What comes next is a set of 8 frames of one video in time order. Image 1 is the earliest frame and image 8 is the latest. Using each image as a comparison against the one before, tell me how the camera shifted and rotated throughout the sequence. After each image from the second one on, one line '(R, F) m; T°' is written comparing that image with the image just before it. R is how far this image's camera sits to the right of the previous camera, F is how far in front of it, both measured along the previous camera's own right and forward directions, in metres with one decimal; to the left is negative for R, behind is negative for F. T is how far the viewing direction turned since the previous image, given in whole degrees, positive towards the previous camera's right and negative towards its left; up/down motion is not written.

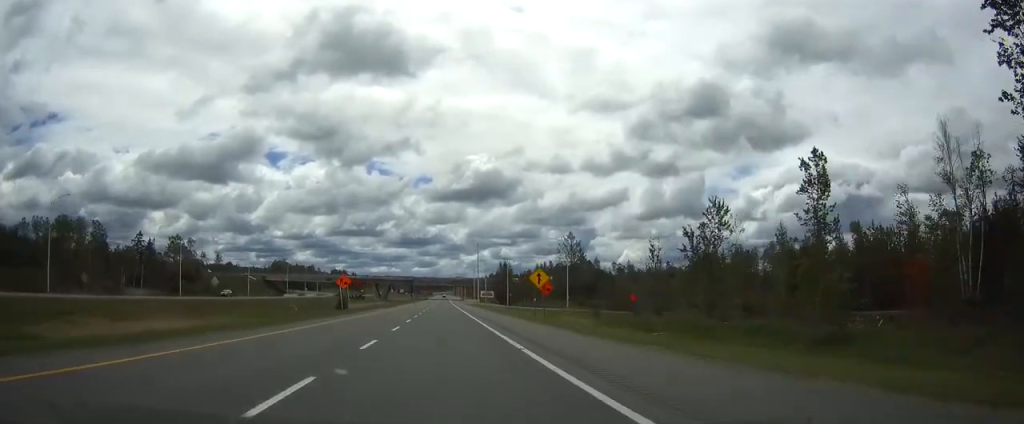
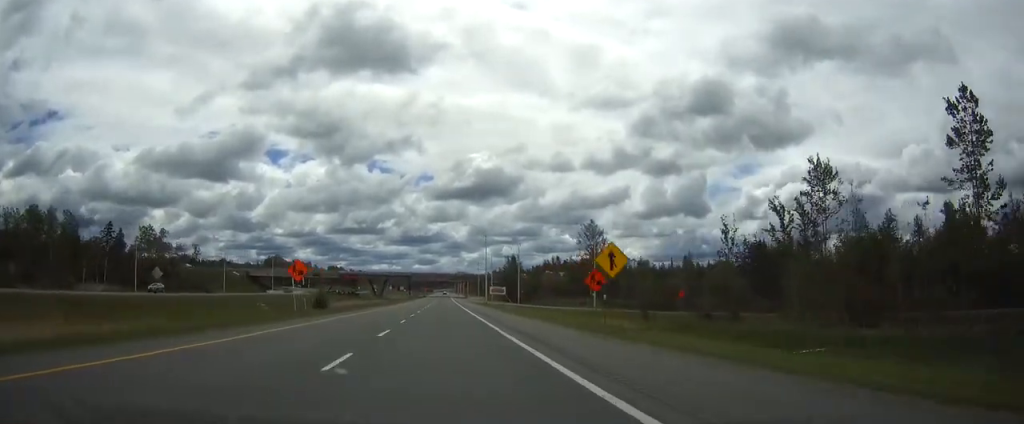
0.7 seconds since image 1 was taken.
(0.0, +23.0) m; 0°
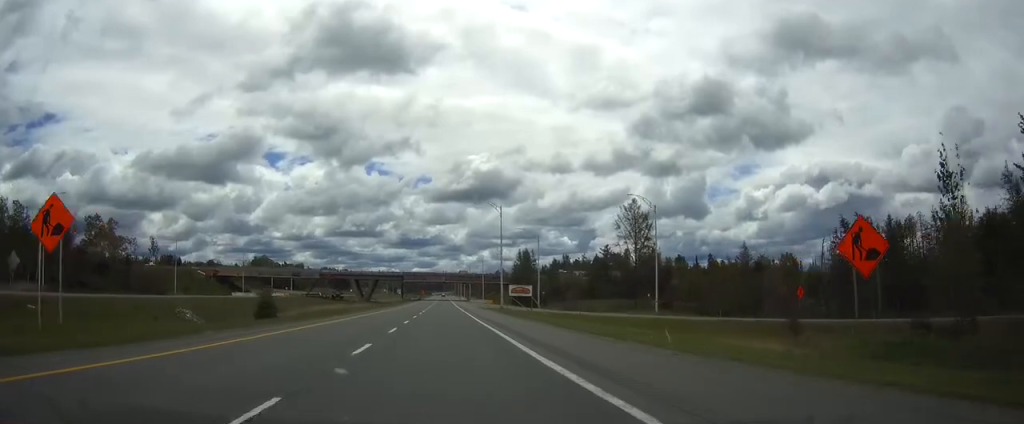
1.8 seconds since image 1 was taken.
(0.0, +32.5) m; 0°
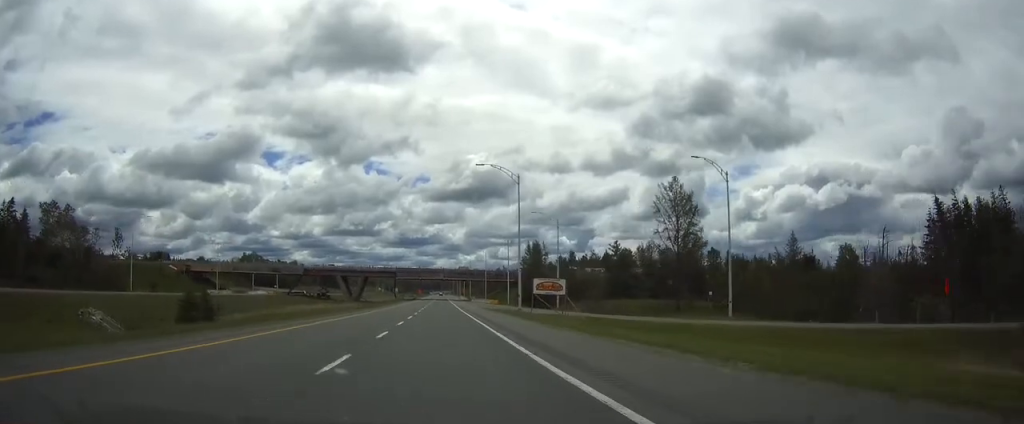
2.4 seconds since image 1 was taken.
(0.0, +20.9) m; 0°
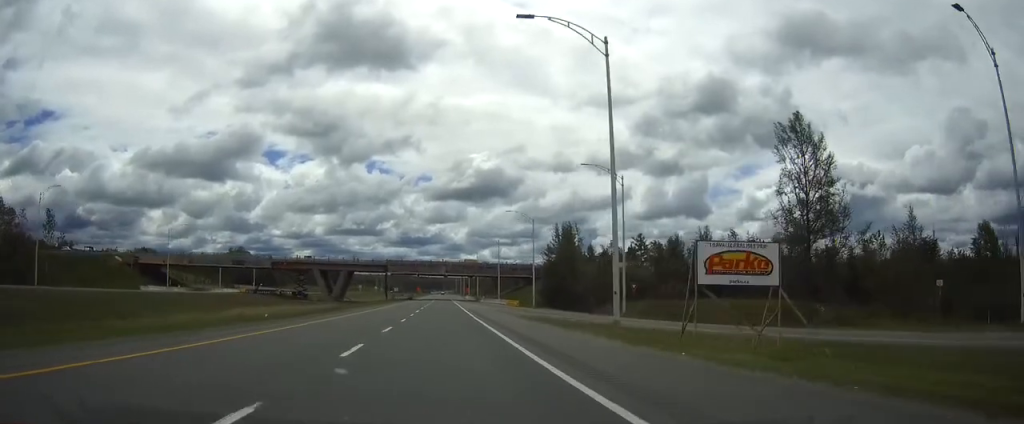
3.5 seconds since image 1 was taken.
(0.0, +33.6) m; 0°
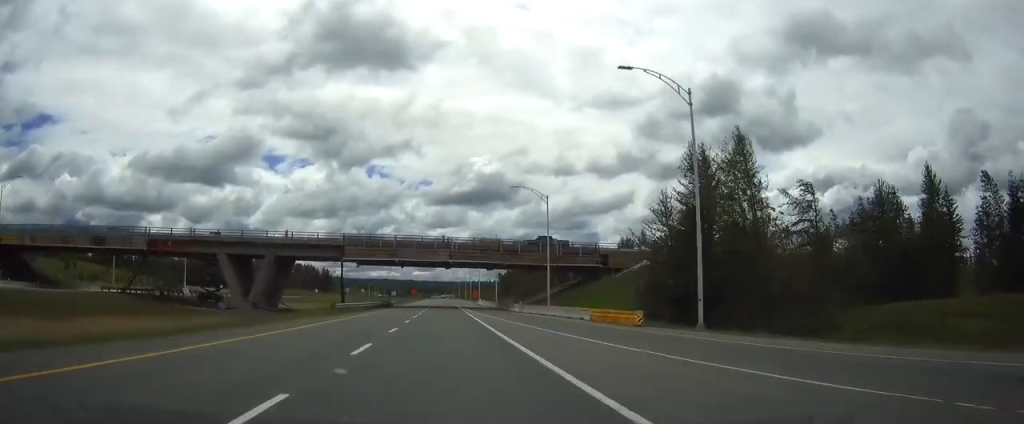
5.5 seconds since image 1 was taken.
(-0.1, +61.8) m; 0°
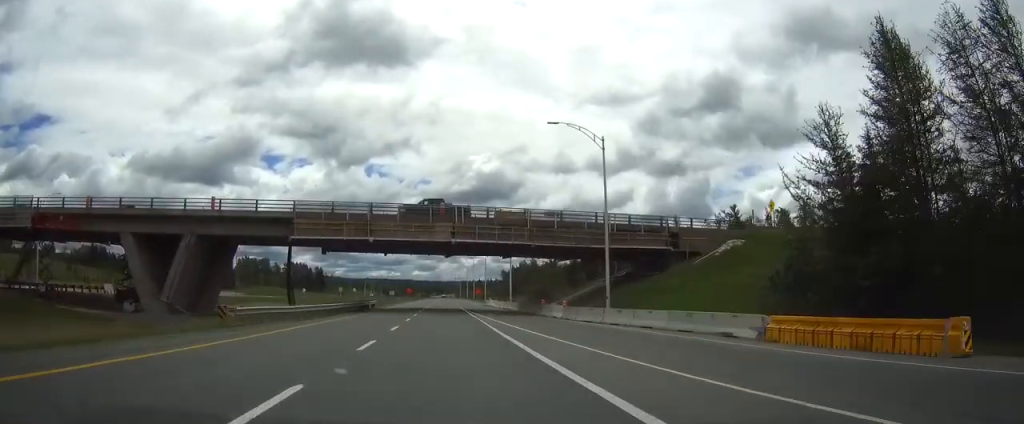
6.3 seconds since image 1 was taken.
(0.0, +26.1) m; 0°
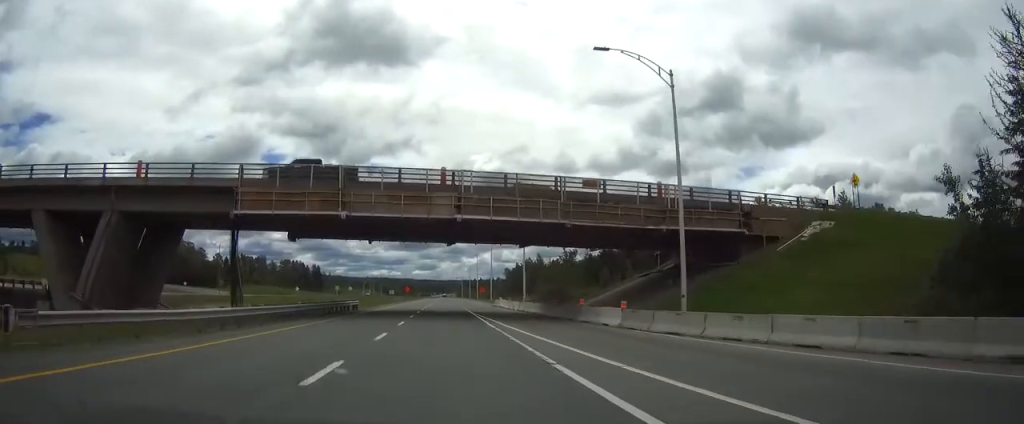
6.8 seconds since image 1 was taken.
(0.0, +14.6) m; 0°
